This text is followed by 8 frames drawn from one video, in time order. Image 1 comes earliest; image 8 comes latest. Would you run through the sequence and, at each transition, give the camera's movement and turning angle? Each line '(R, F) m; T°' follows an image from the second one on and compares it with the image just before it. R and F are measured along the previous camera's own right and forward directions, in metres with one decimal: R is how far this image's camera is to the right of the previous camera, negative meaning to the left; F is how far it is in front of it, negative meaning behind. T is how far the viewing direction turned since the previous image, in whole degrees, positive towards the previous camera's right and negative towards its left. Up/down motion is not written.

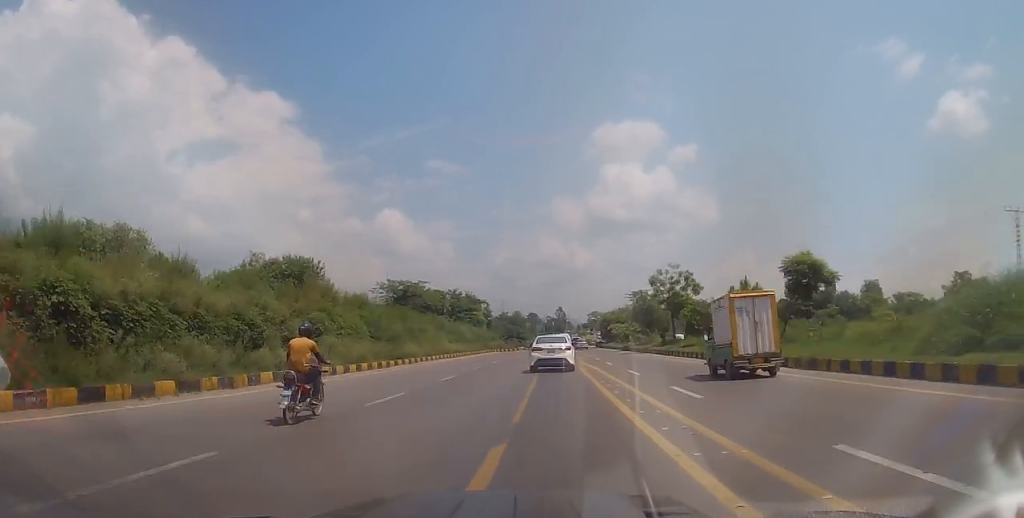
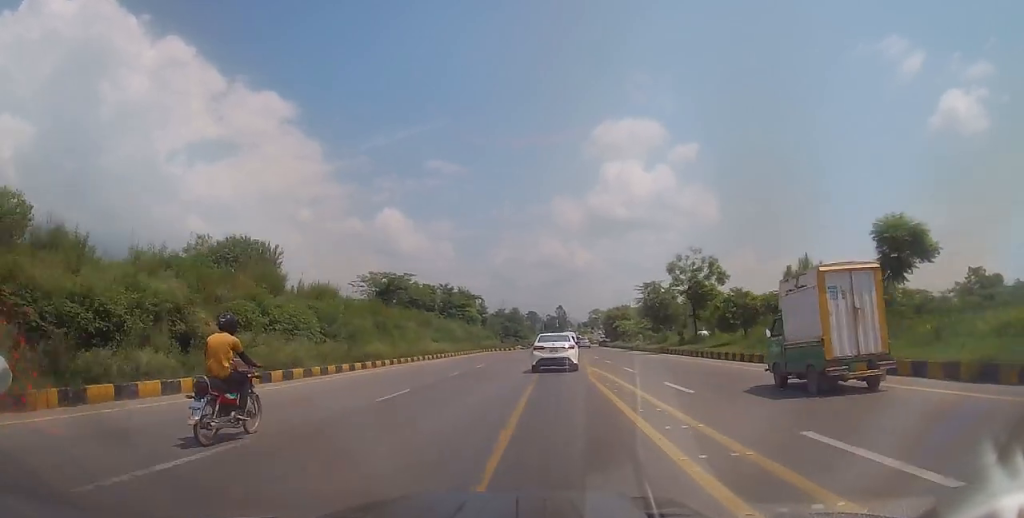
(-0.2, +8.2) m; 0°
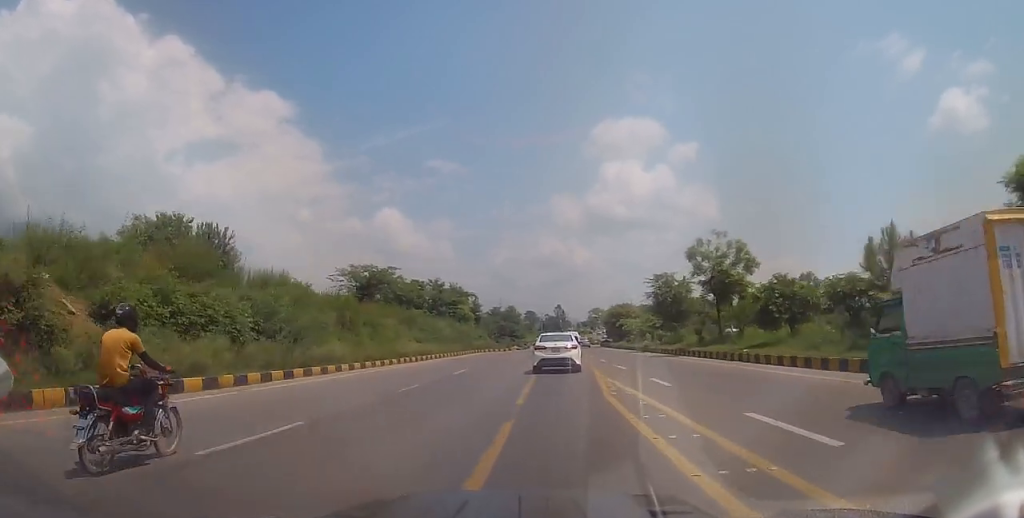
(-0.1, +7.1) m; 0°
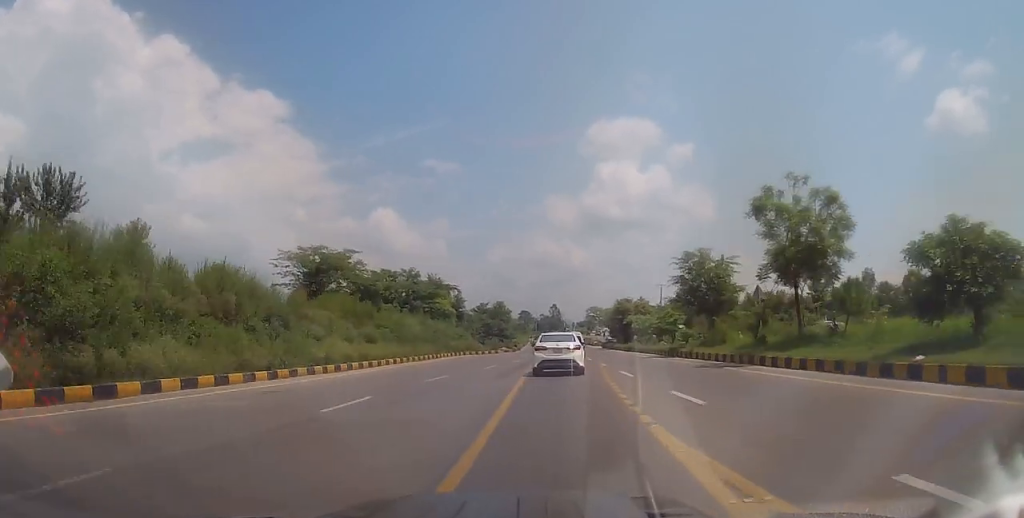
(+0.3, +13.3) m; +1°
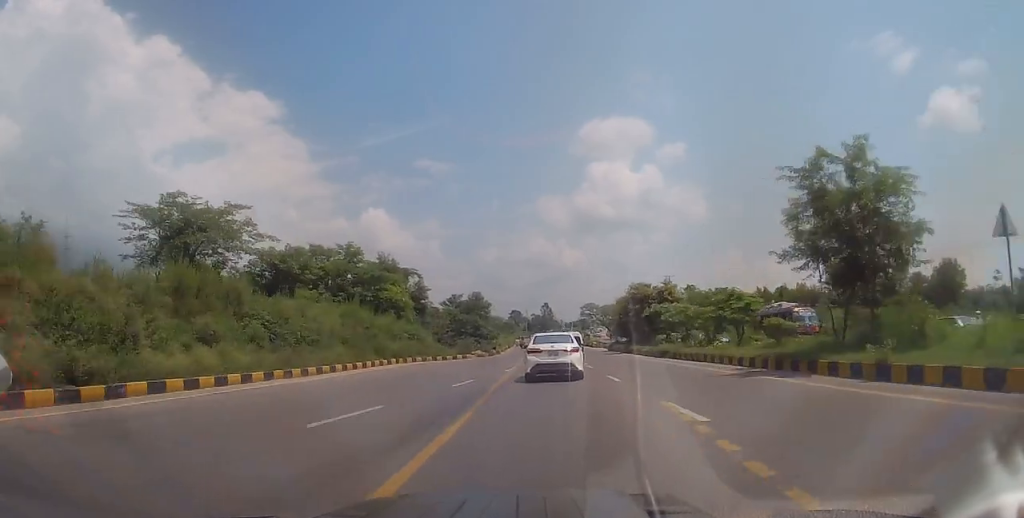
(0.0, +20.5) m; 0°
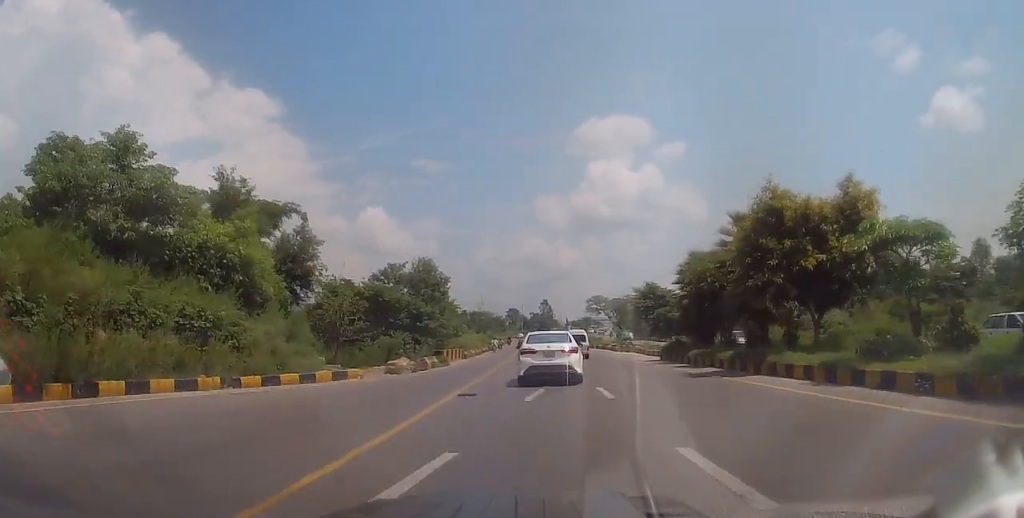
(+0.3, +32.2) m; +2°
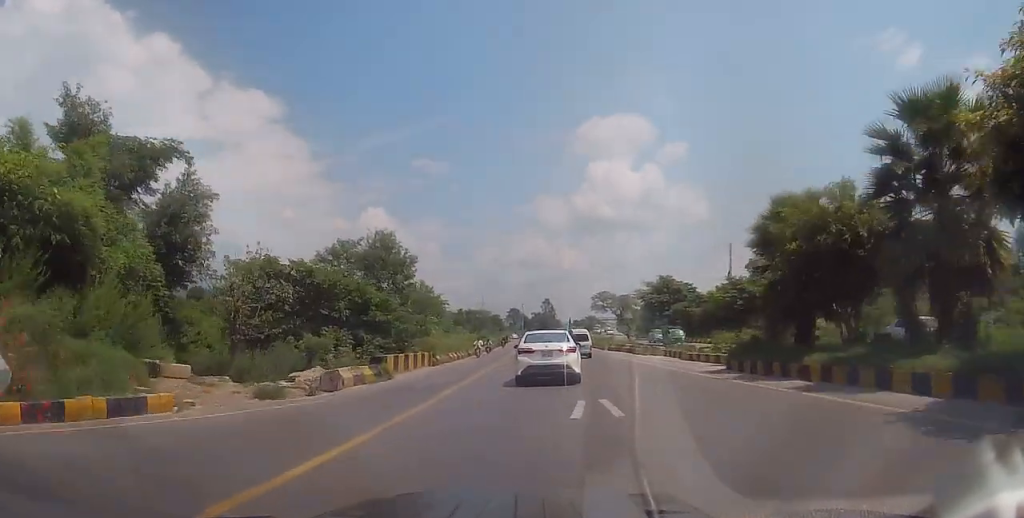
(+0.2, +12.4) m; 0°
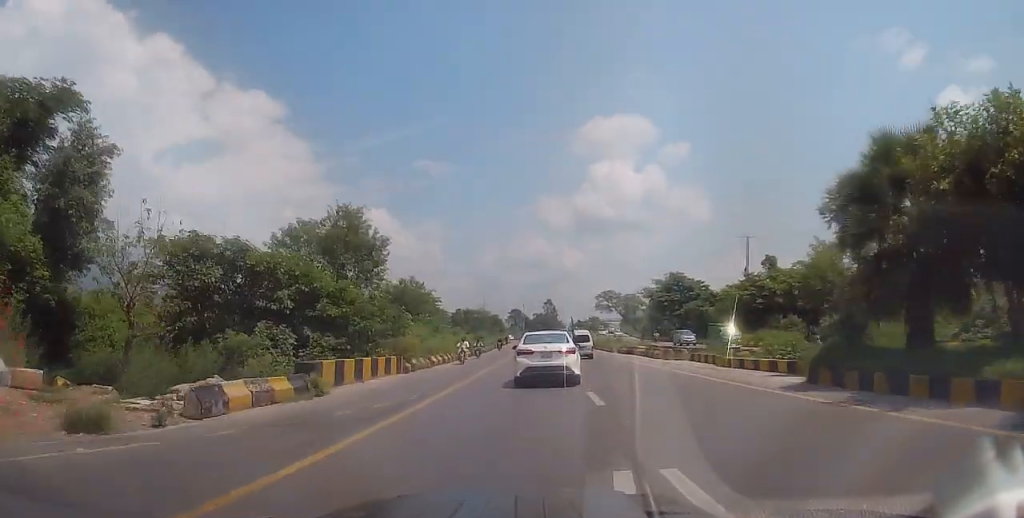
(-0.1, +6.9) m; -1°
